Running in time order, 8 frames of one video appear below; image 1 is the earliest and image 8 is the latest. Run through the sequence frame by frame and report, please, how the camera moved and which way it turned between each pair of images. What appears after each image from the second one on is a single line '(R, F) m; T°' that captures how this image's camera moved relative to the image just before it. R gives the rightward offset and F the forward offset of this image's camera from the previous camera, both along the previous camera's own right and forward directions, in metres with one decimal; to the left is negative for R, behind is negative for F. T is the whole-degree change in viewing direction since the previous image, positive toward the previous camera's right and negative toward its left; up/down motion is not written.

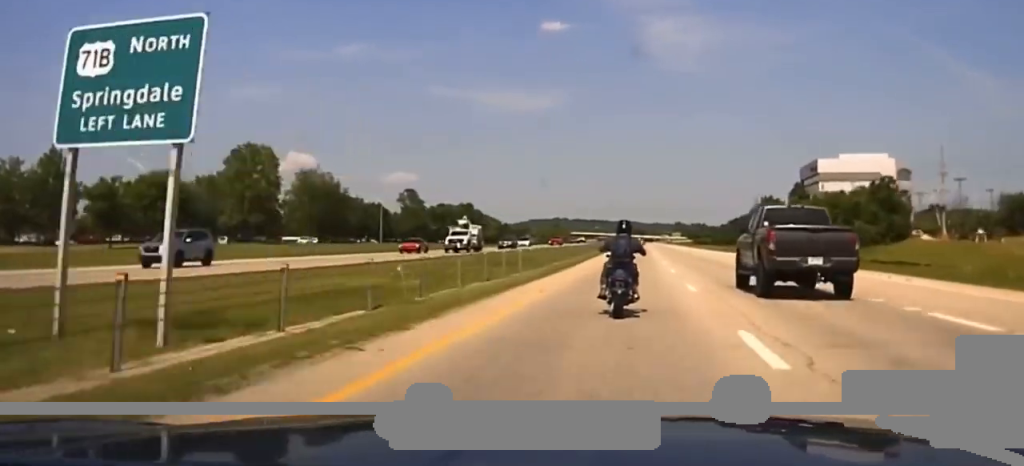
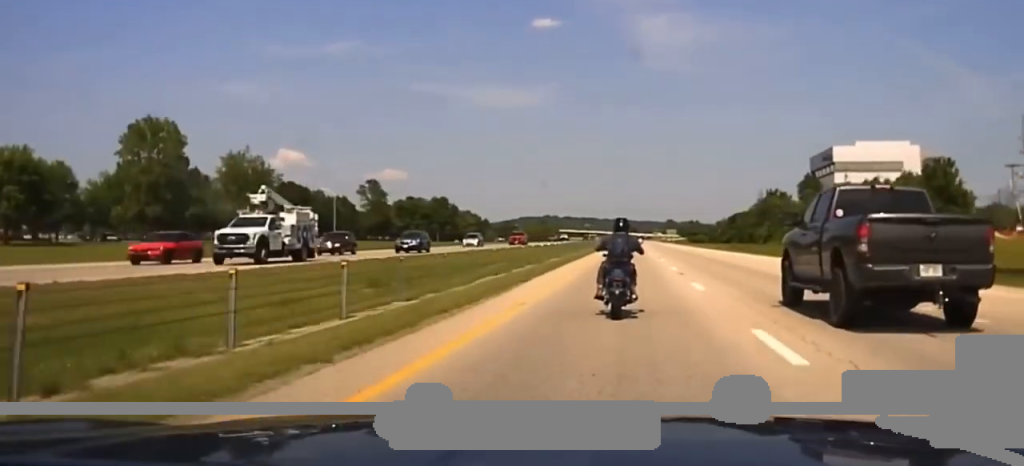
(+0.2, +25.0) m; 0°
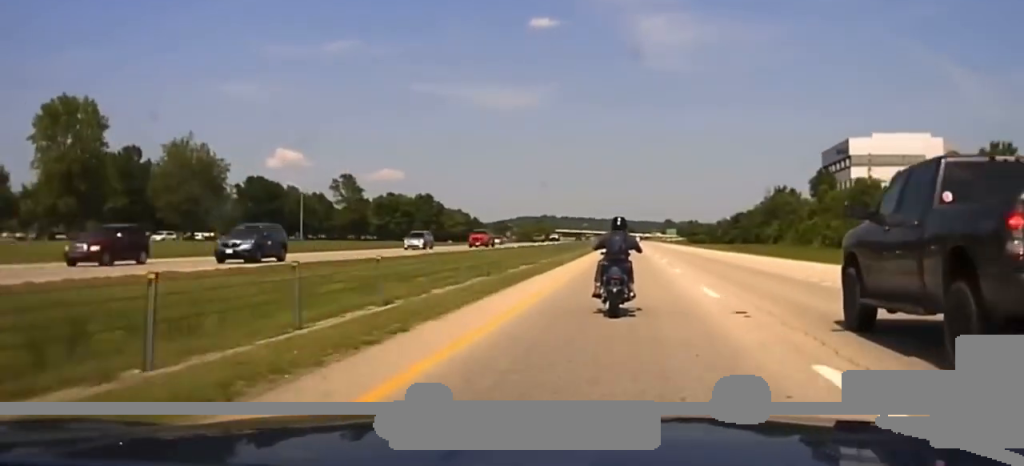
(0.0, +14.9) m; 0°
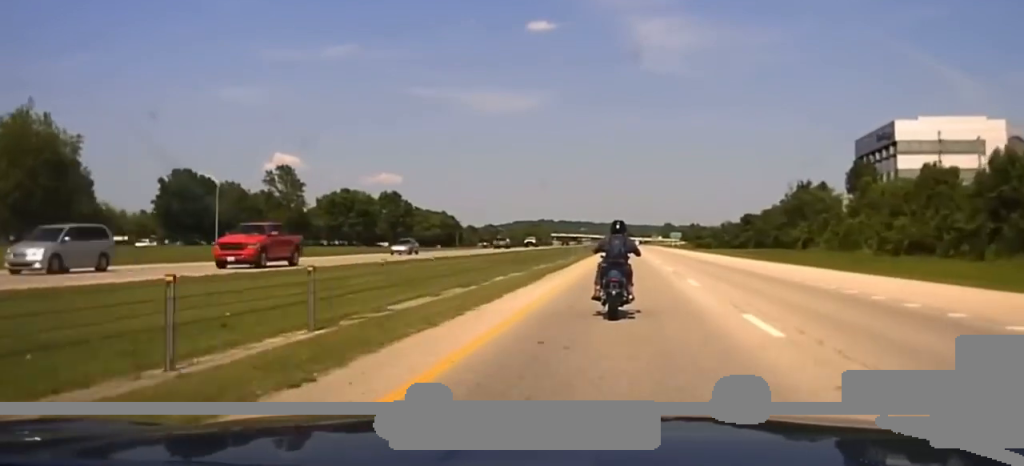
(0.0, +28.1) m; 0°
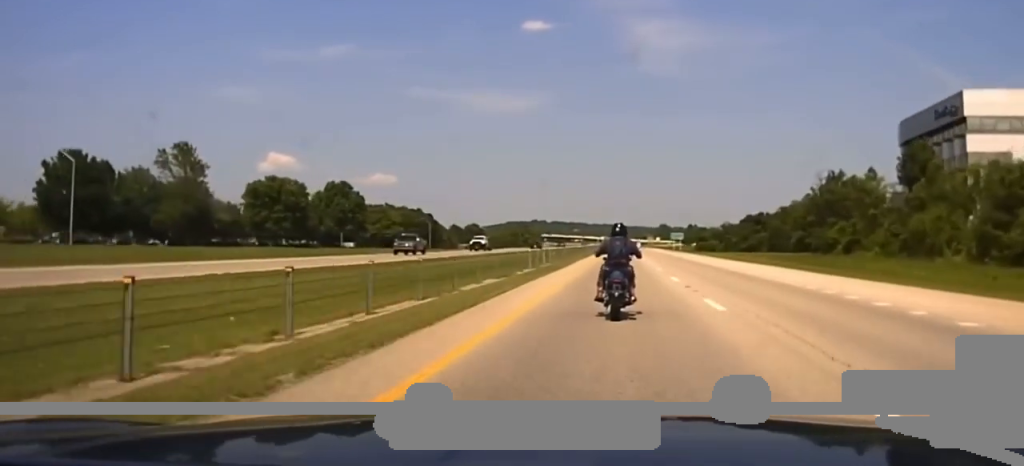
(0.0, +28.9) m; 0°
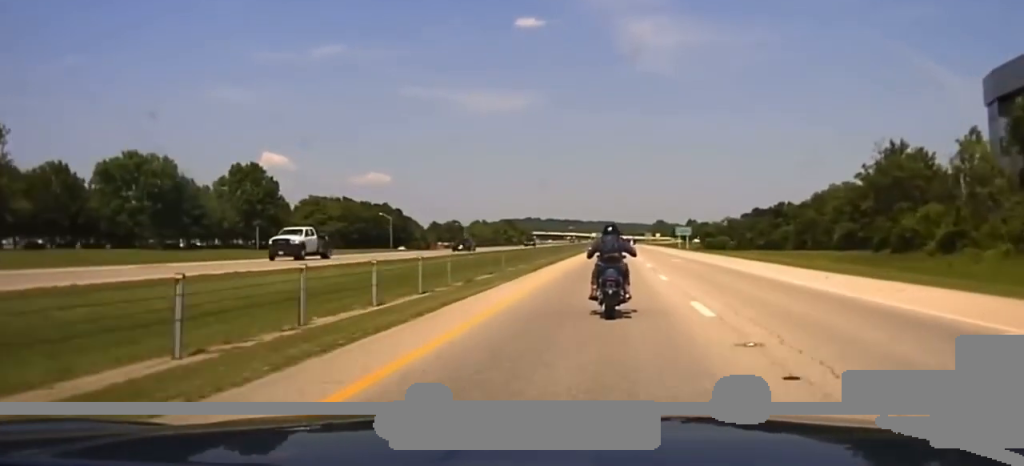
(+0.2, +36.9) m; 0°
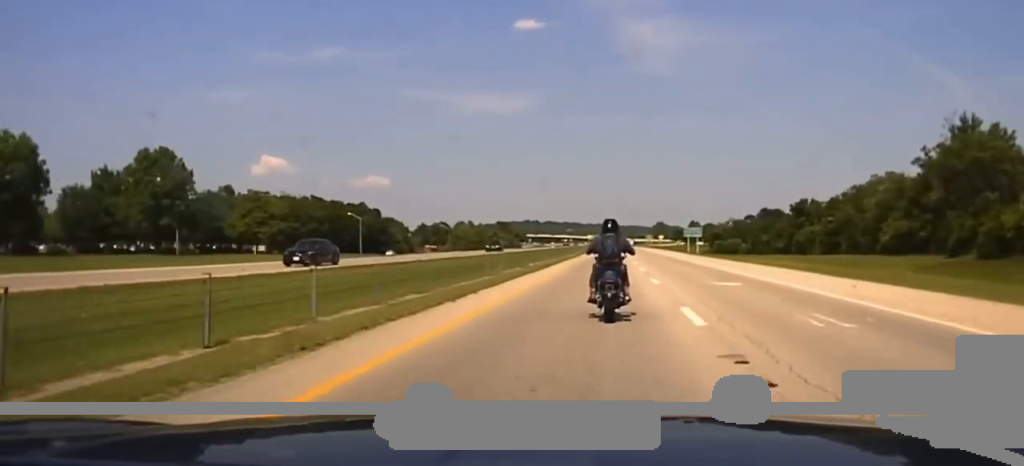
(+0.1, +26.0) m; 0°
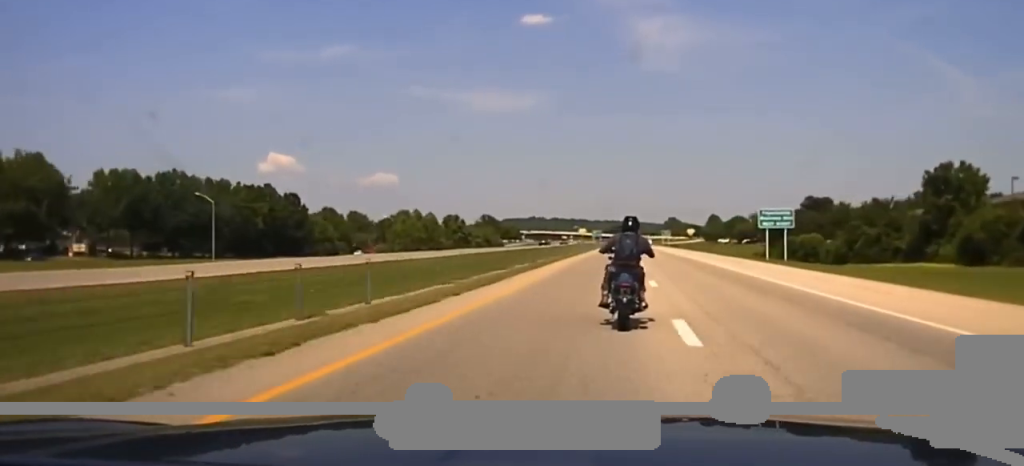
(-0.7, +86.3) m; 0°
